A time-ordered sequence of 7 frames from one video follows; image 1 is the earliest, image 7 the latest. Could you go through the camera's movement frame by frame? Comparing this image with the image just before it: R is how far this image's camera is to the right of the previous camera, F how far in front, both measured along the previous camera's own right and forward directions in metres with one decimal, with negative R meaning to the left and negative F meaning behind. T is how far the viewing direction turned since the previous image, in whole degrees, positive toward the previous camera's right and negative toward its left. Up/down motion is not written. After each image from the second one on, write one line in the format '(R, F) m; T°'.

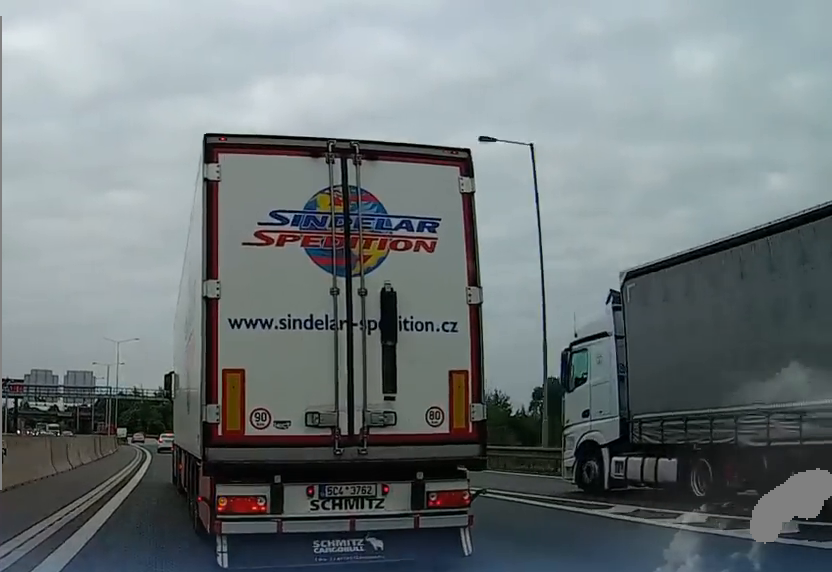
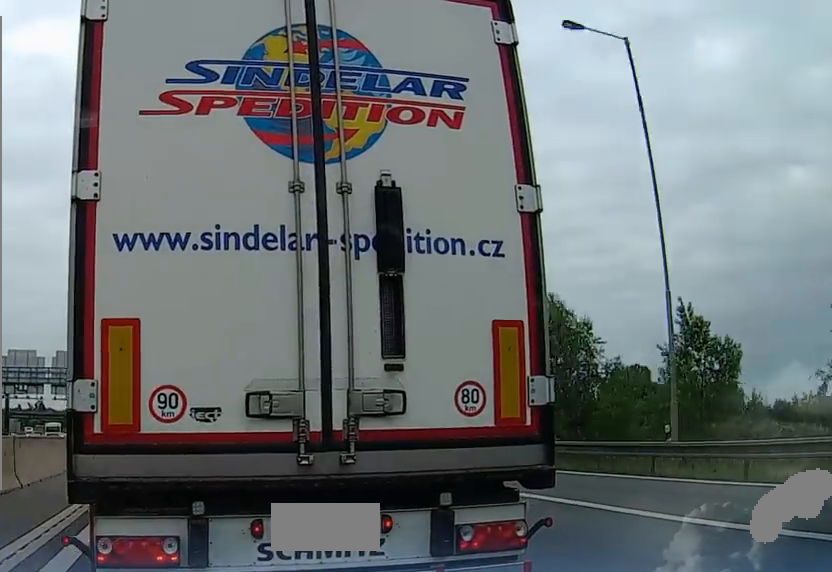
(-1.1, +38.1) m; -2°
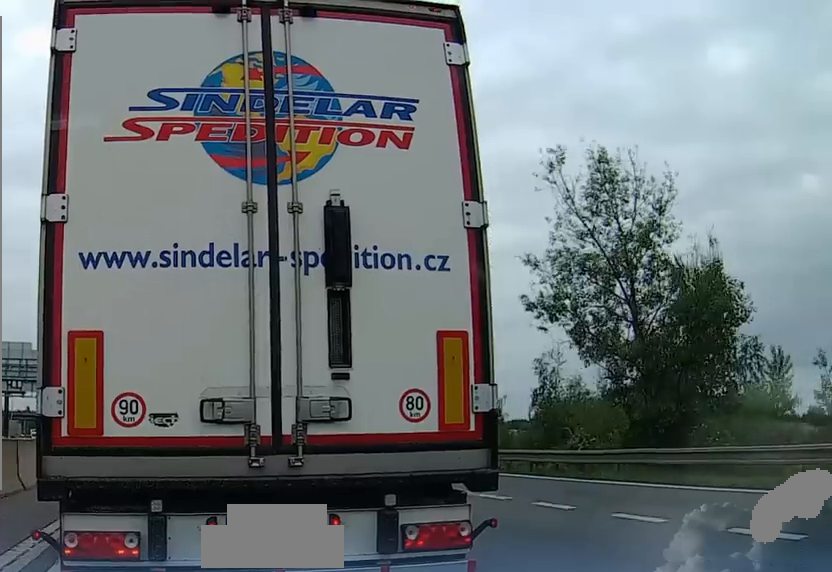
(+0.1, +11.7) m; 0°
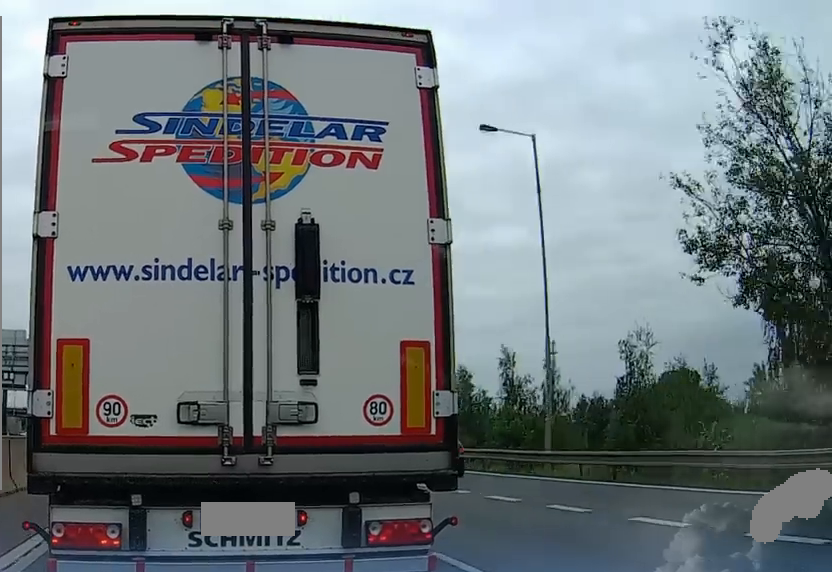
(-0.1, +9.1) m; -1°
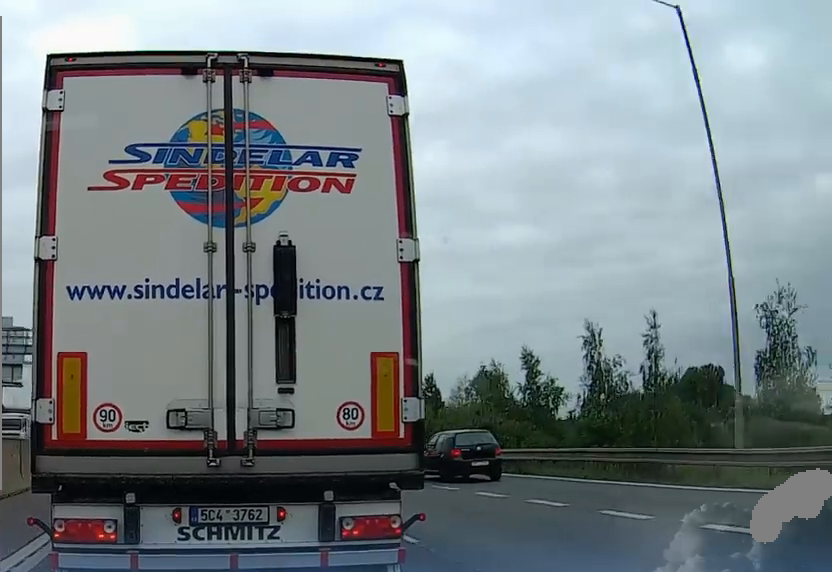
(0.0, +10.9) m; -1°
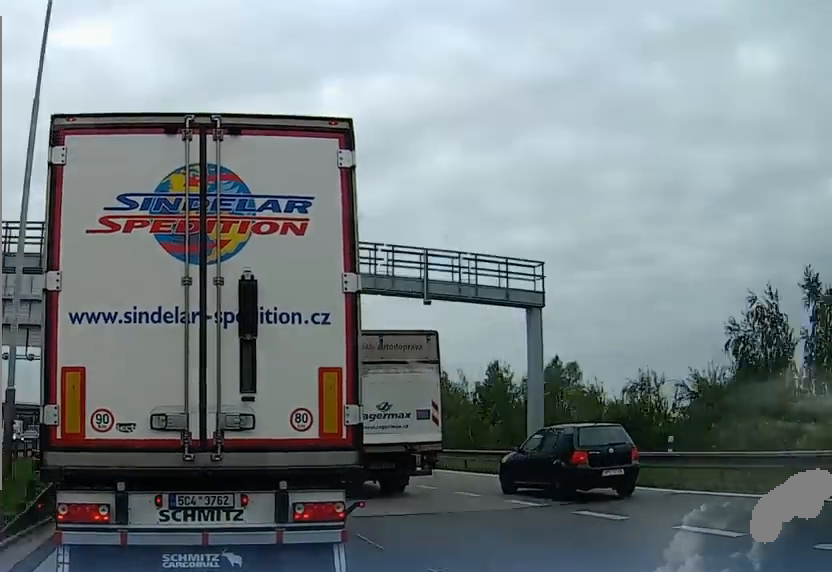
(-0.3, +24.3) m; -2°
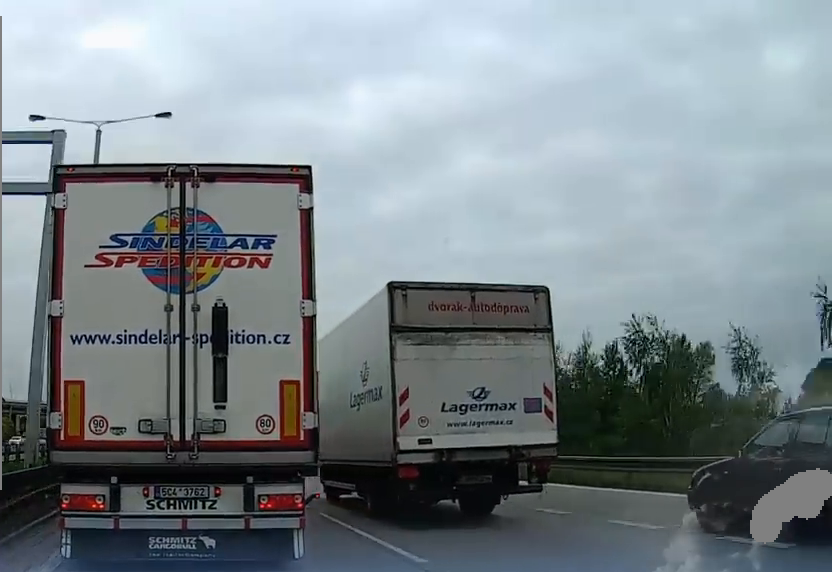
(-0.5, +26.4) m; -2°
